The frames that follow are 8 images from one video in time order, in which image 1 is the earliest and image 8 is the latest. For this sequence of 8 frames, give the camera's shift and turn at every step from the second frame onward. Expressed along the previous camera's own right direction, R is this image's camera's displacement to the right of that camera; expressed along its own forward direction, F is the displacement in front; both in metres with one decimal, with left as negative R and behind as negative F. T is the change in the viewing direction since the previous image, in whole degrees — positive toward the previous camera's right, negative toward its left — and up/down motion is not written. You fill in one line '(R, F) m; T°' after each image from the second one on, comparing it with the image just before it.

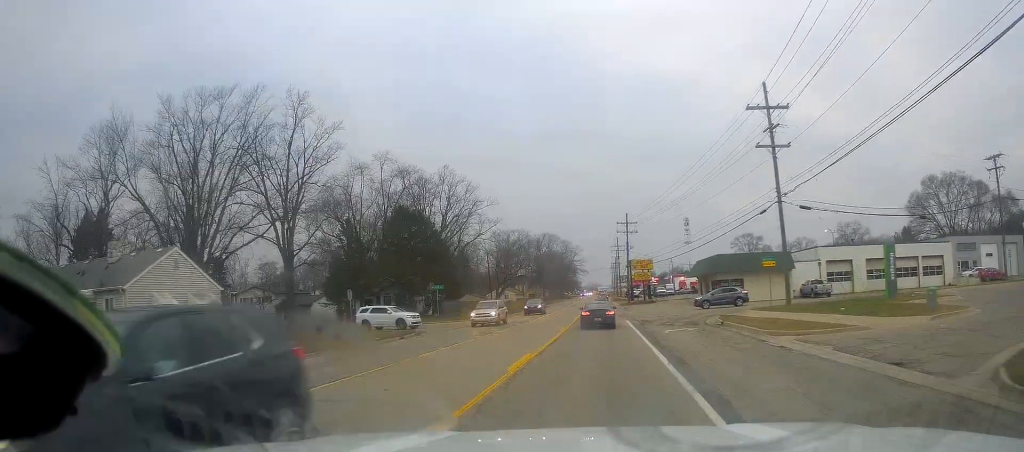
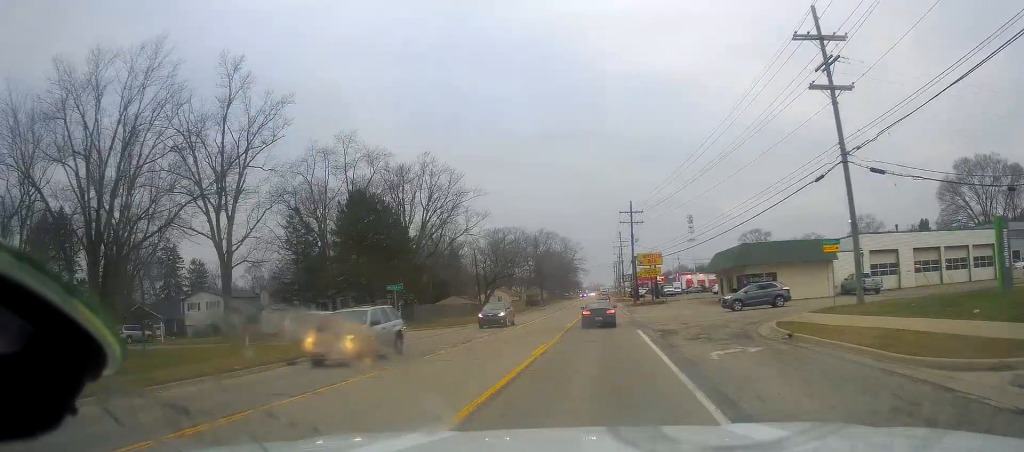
(-0.3, +11.0) m; -1°
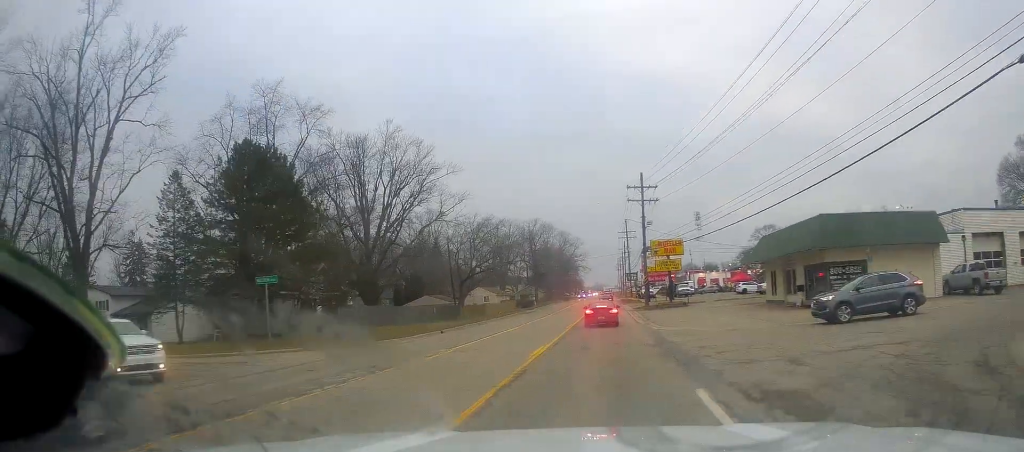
(-0.3, +16.8) m; 0°
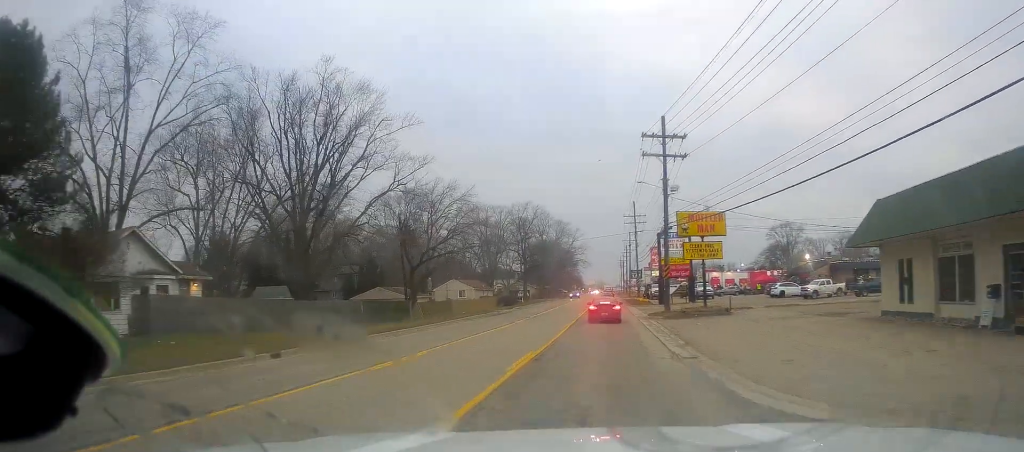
(+0.4, +18.2) m; +1°
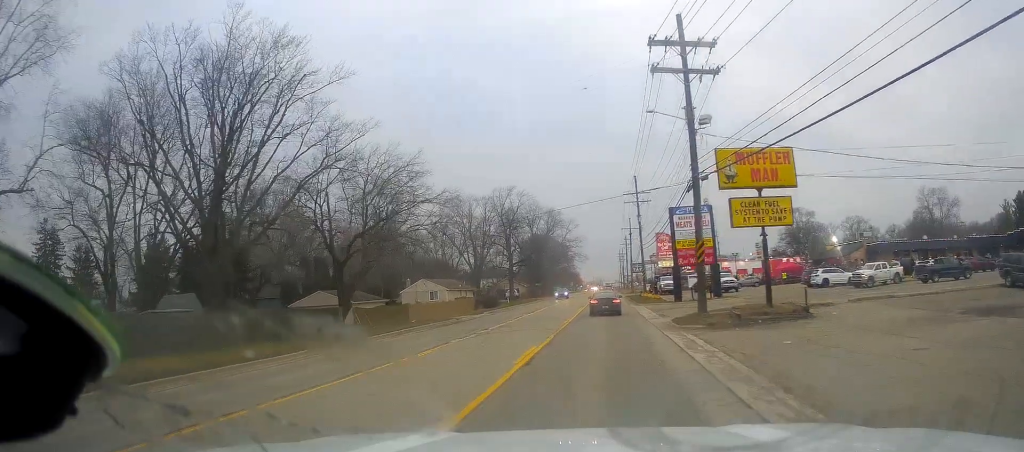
(-0.3, +14.2) m; 0°
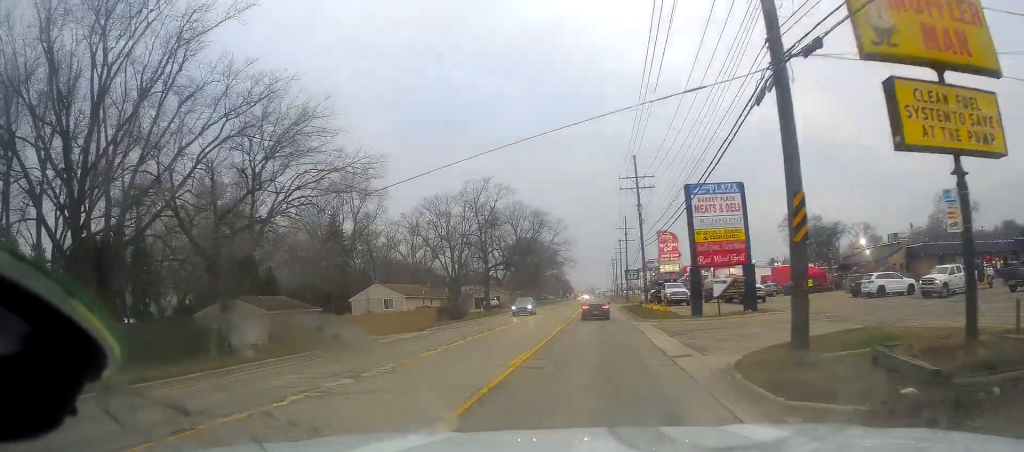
(+0.3, +13.3) m; +2°
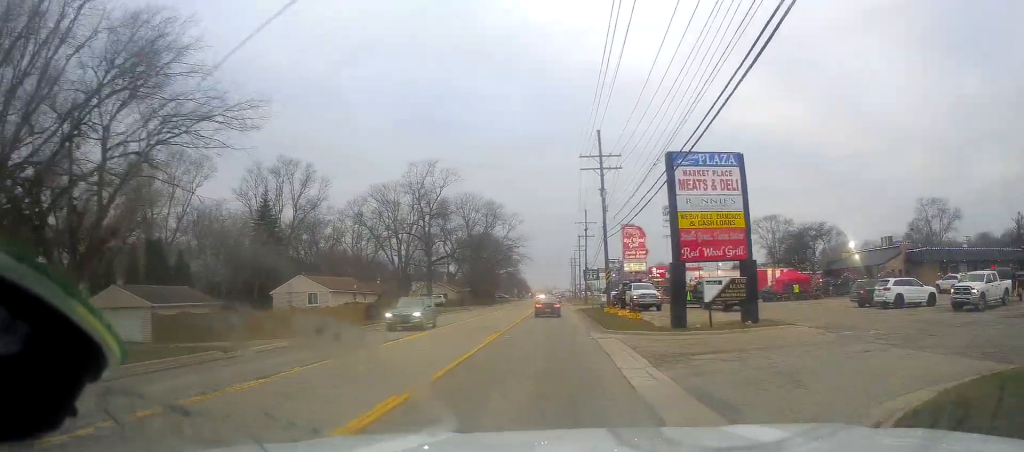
(+0.1, +8.4) m; +13°
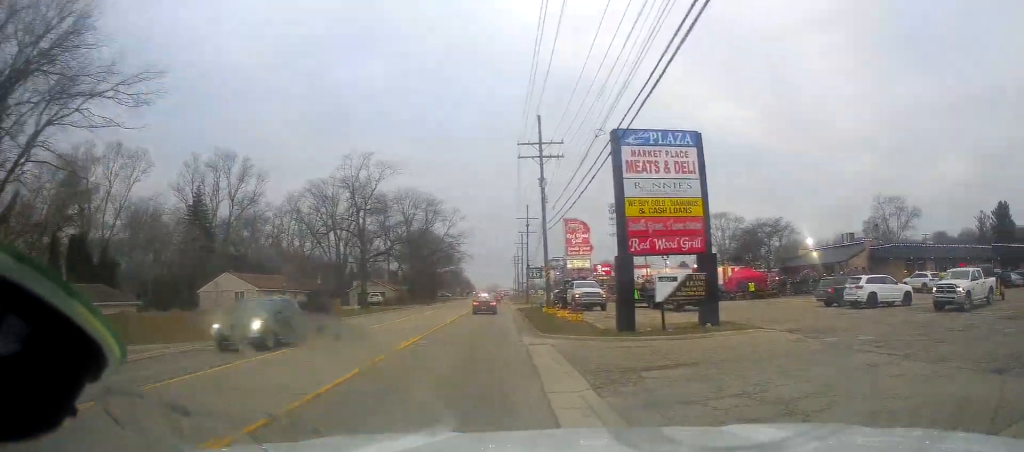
(-0.3, +3.6) m; +8°
